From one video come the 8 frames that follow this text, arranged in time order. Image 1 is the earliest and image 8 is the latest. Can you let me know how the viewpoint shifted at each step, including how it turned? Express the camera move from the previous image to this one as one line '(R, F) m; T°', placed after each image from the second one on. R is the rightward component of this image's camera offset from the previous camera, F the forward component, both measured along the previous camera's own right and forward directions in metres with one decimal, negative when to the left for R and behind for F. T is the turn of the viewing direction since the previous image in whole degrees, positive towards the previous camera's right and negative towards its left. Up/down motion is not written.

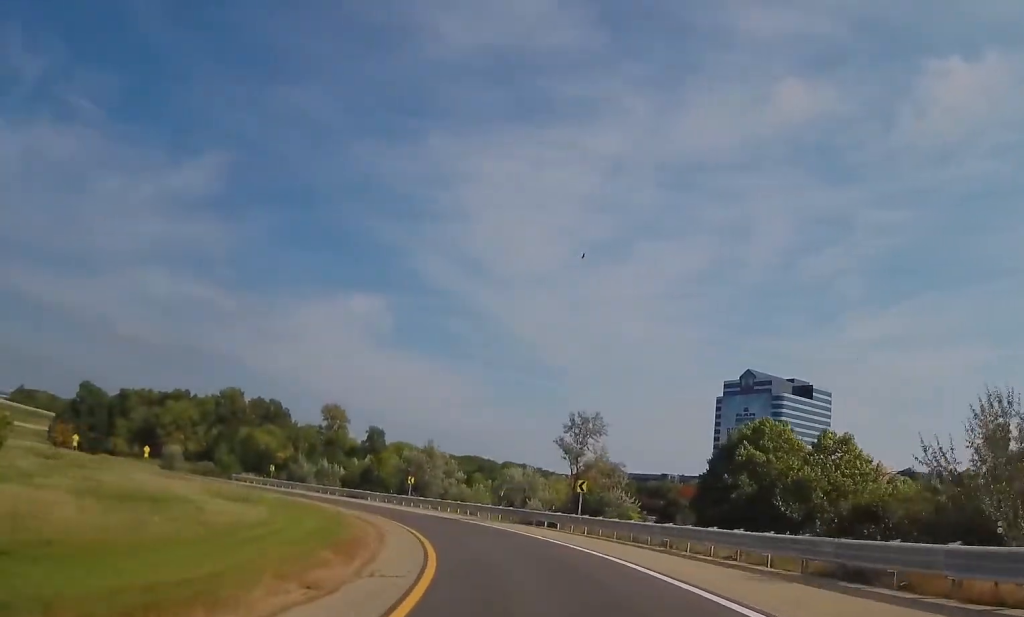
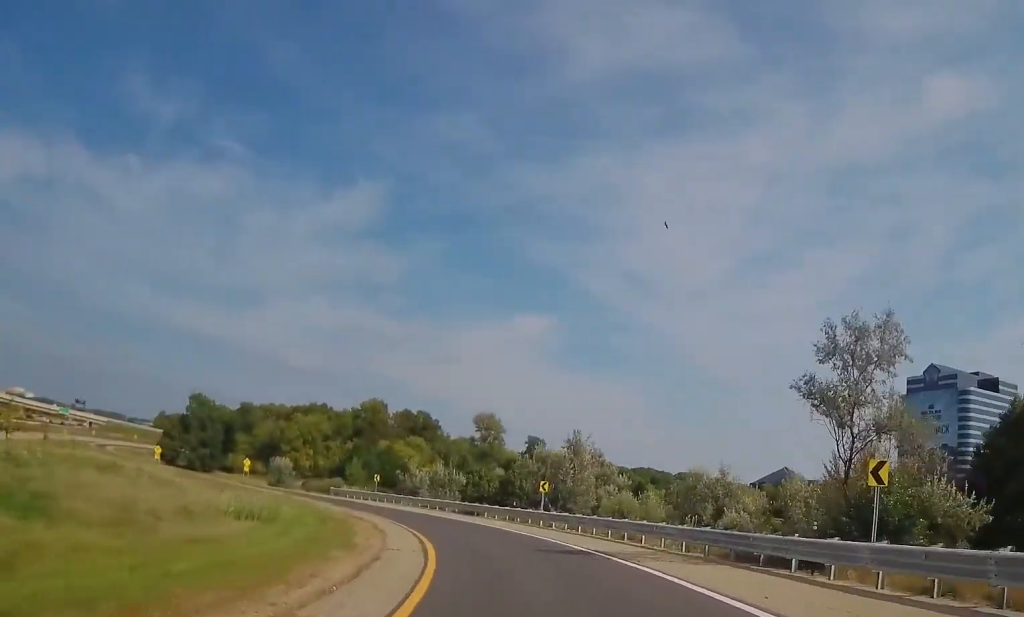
(-2.6, +23.5) m; -13°
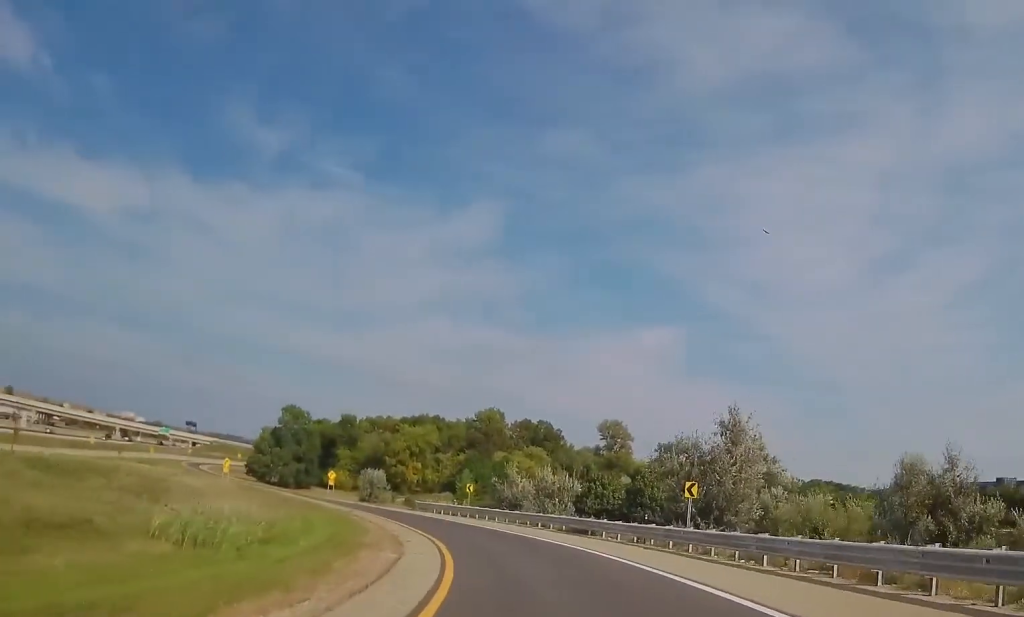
(-1.4, +16.4) m; -8°
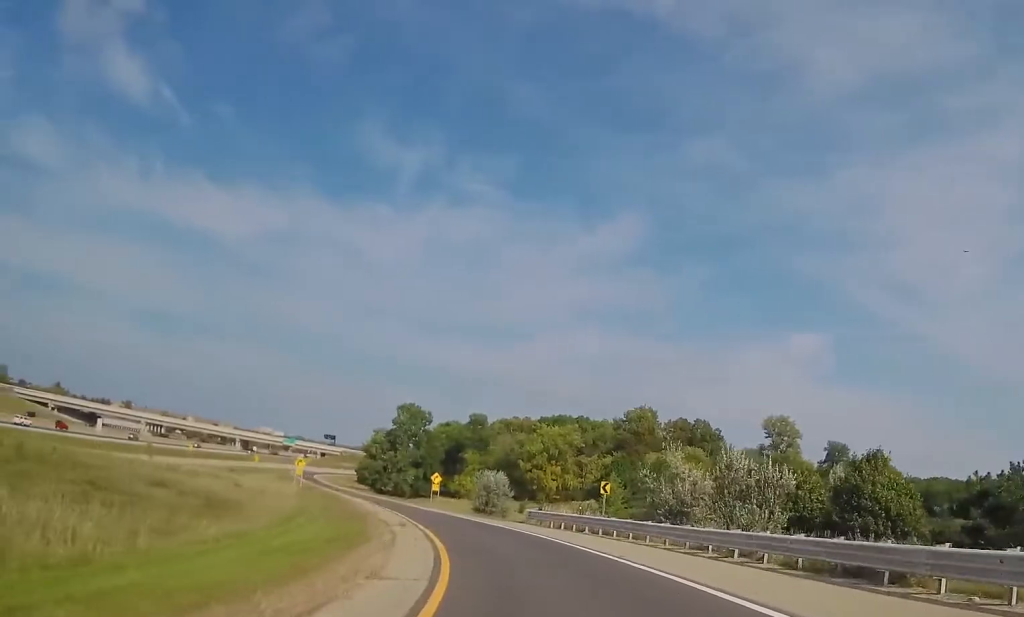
(-2.7, +23.2) m; -14°
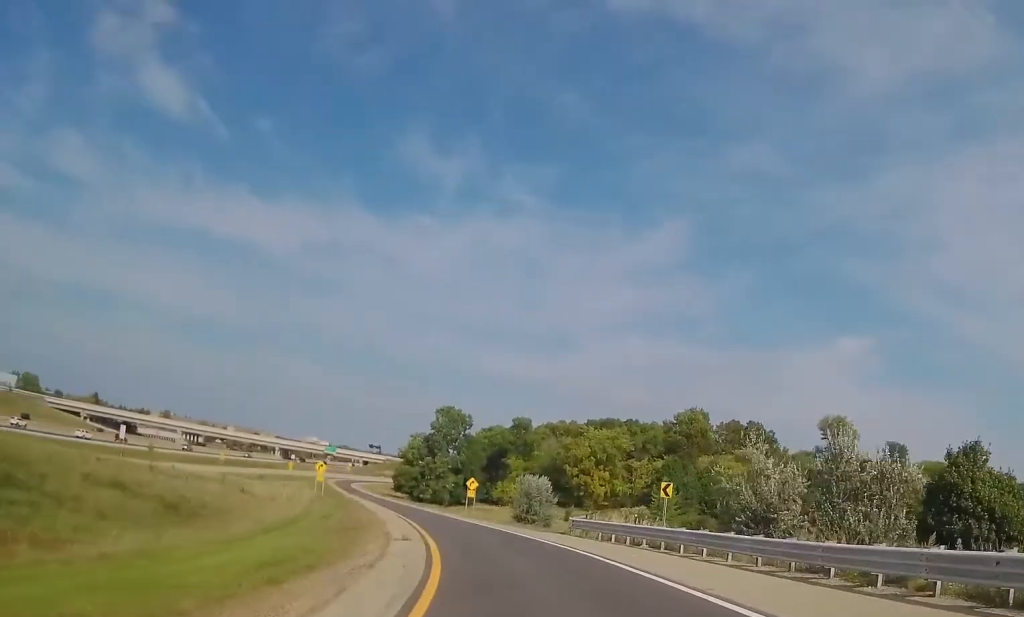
(-0.3, +7.9) m; -5°
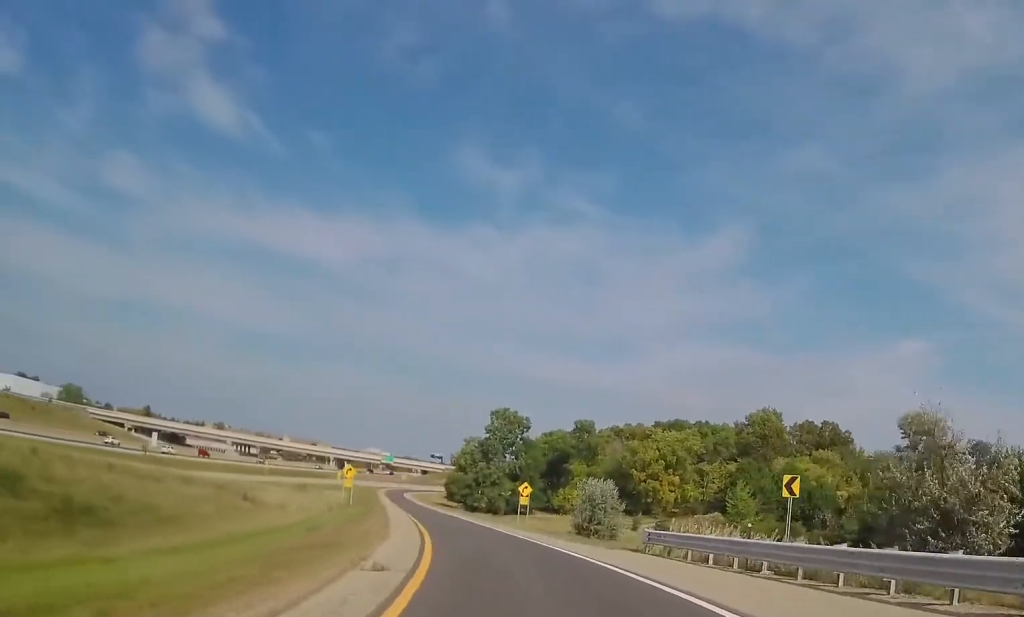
(-0.5, +10.7) m; -4°
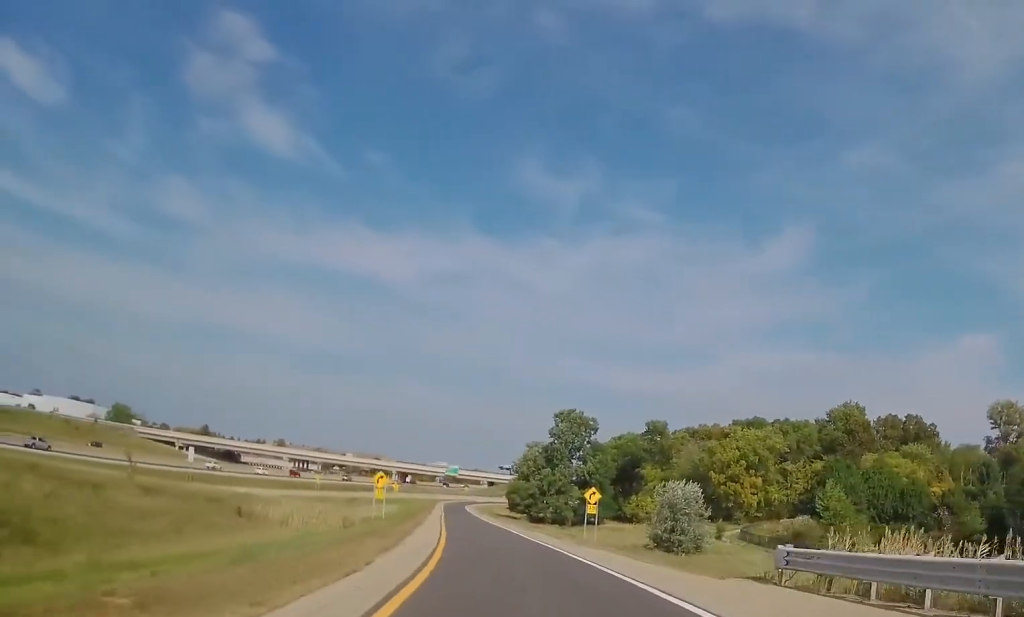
(-0.4, +11.1) m; -5°
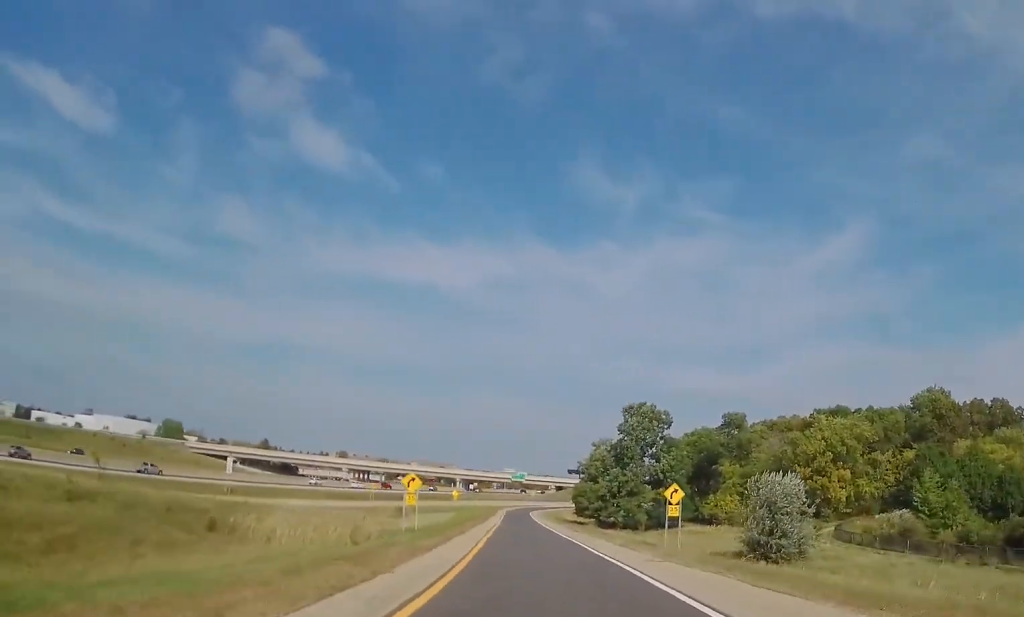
(0.0, +10.6) m; -5°
